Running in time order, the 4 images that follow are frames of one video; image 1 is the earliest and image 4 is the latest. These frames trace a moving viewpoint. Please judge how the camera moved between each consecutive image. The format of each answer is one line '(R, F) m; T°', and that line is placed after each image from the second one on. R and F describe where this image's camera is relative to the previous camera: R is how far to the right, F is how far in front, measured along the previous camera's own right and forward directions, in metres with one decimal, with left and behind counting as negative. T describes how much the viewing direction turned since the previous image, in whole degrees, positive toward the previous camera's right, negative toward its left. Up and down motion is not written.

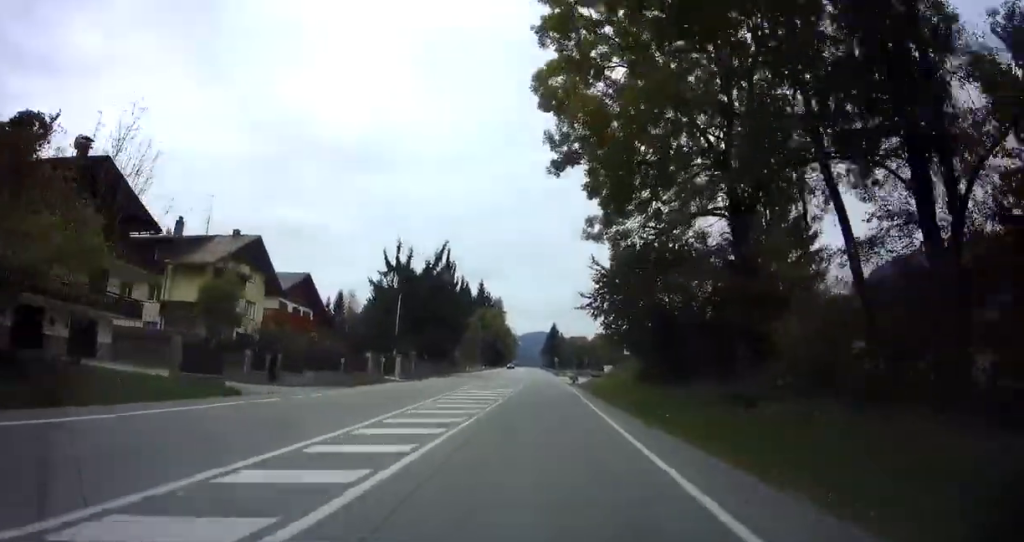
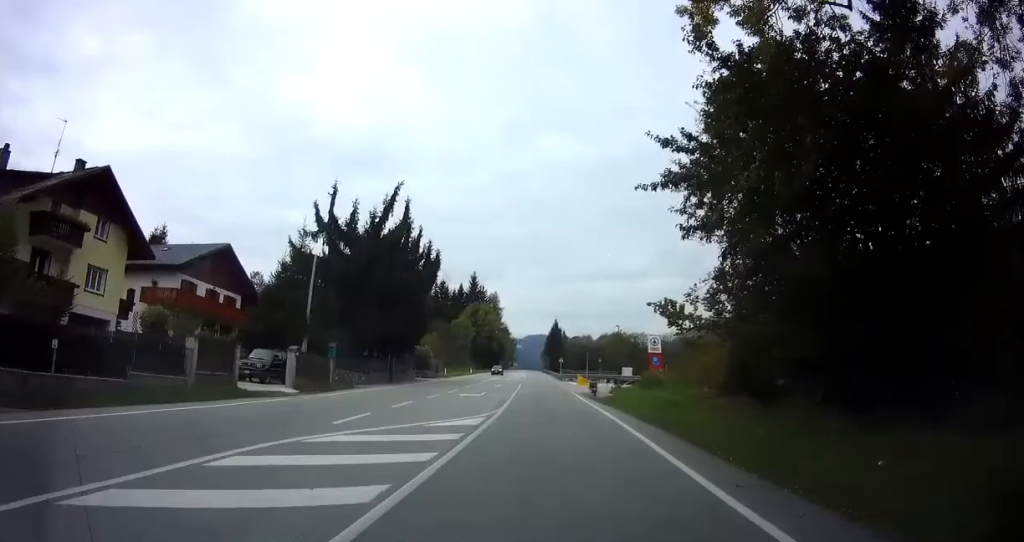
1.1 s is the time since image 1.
(0.0, +18.9) m; -1°
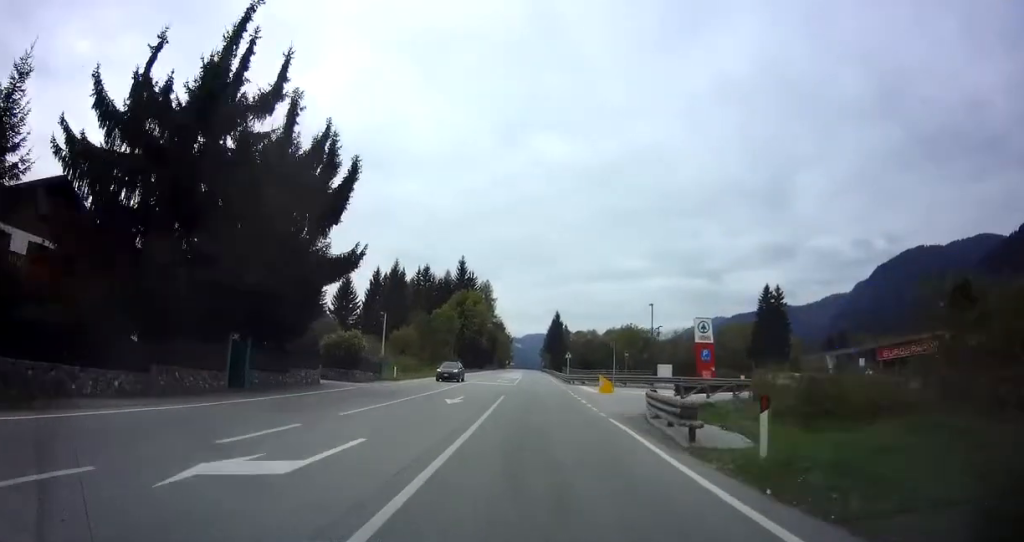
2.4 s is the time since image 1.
(-0.4, +21.7) m; -1°
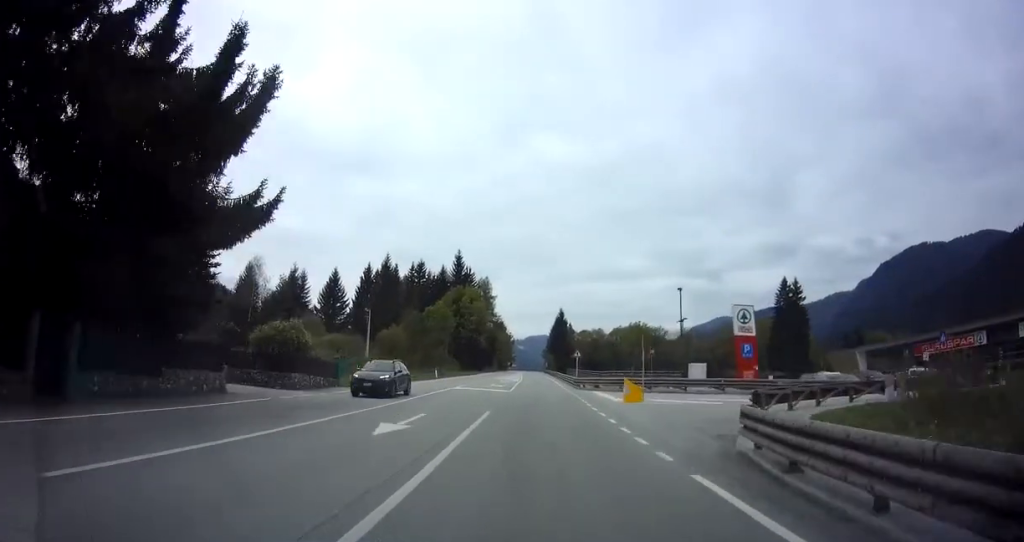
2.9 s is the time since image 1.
(+0.1, +9.2) m; +1°
